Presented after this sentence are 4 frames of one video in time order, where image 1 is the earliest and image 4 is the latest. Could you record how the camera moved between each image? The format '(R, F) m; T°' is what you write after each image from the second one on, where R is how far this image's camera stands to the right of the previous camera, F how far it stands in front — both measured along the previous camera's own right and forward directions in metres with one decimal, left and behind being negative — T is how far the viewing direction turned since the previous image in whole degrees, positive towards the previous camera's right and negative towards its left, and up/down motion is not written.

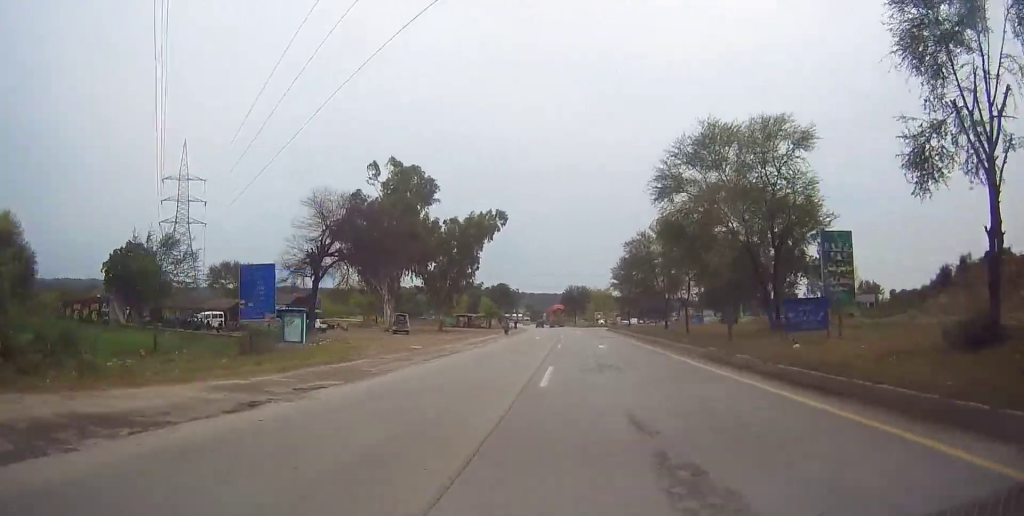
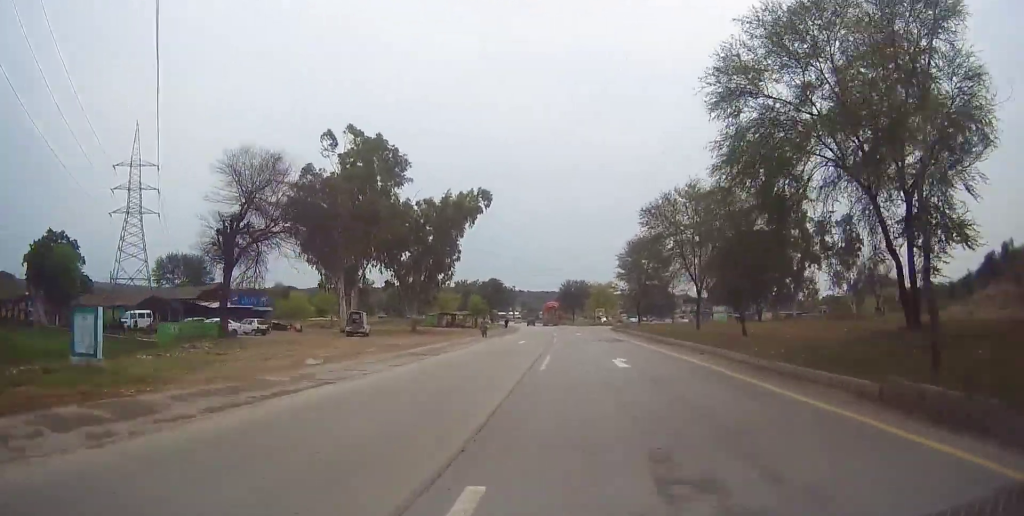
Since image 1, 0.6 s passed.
(0.0, +13.7) m; 0°
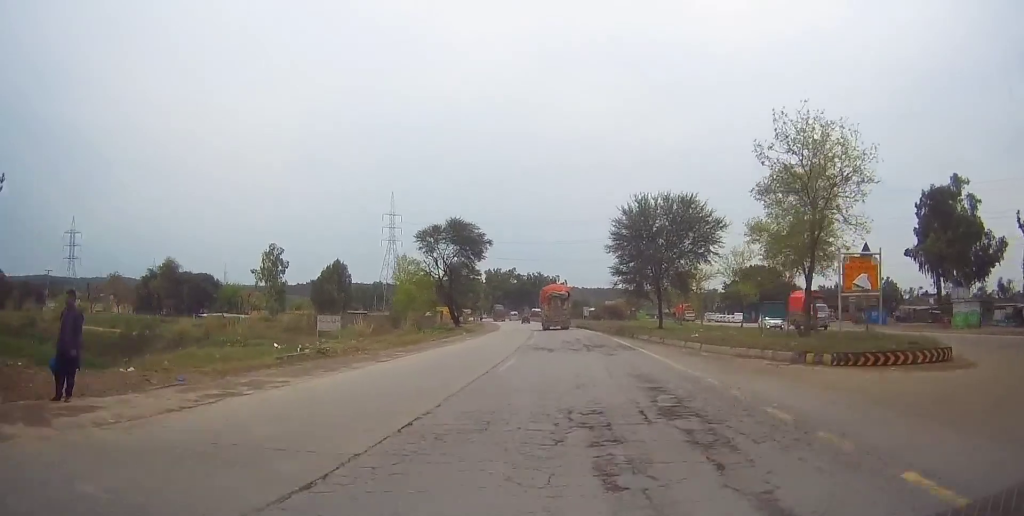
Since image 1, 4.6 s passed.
(-2.4, +91.1) m; -4°
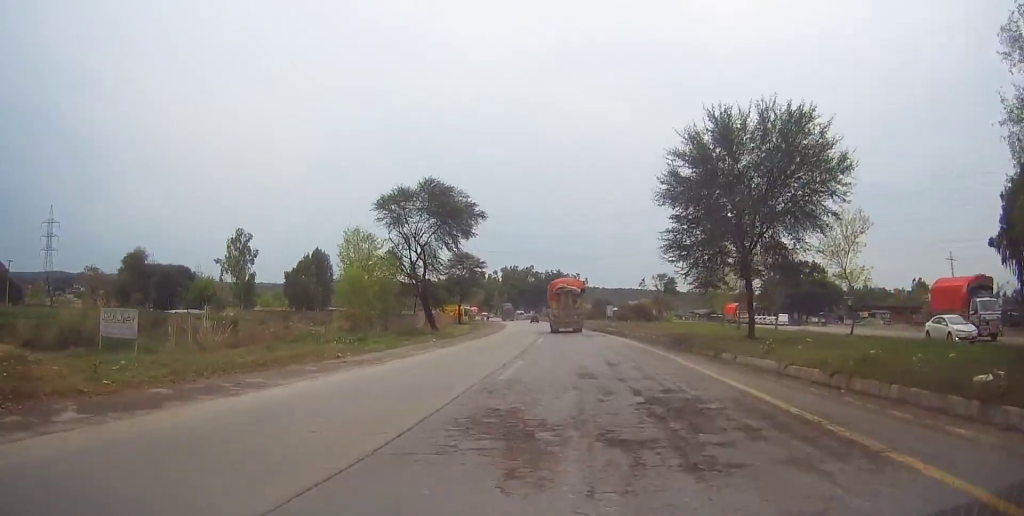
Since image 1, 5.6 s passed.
(0.0, +18.6) m; -2°
